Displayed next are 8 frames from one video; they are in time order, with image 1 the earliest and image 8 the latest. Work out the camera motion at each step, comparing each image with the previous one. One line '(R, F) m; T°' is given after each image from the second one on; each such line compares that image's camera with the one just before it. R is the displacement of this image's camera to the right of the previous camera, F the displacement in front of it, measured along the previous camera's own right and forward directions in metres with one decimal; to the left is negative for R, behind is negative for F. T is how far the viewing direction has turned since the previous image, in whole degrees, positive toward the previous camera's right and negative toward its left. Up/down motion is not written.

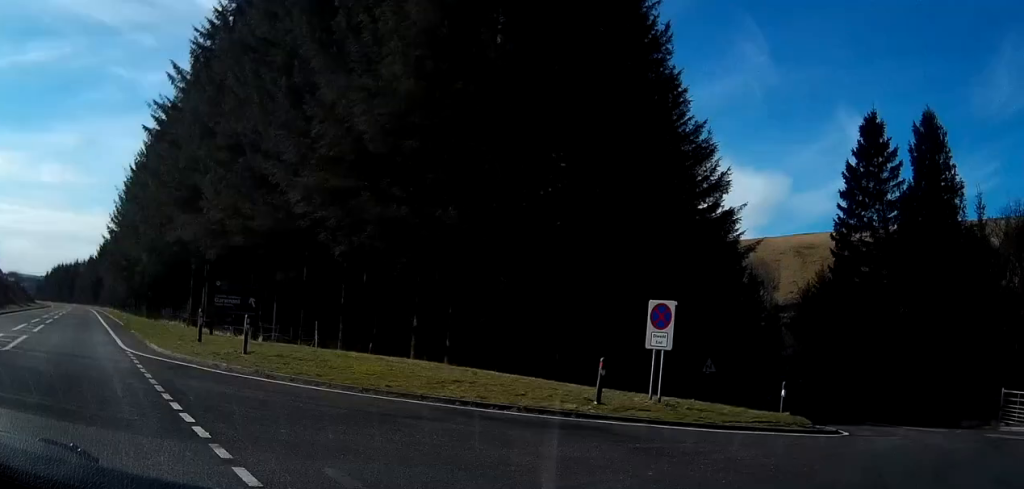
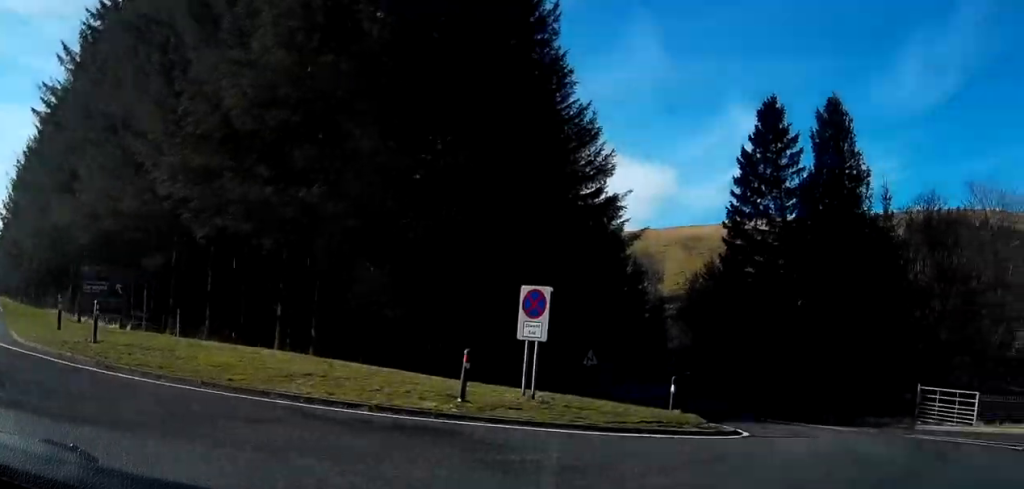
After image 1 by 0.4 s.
(+0.2, +1.6) m; +10°
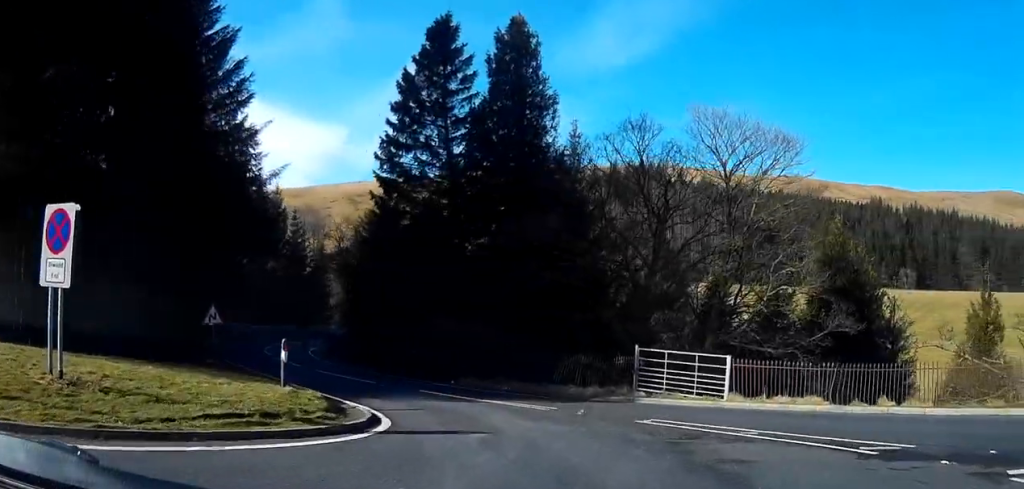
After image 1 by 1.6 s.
(+1.3, +5.0) m; +22°
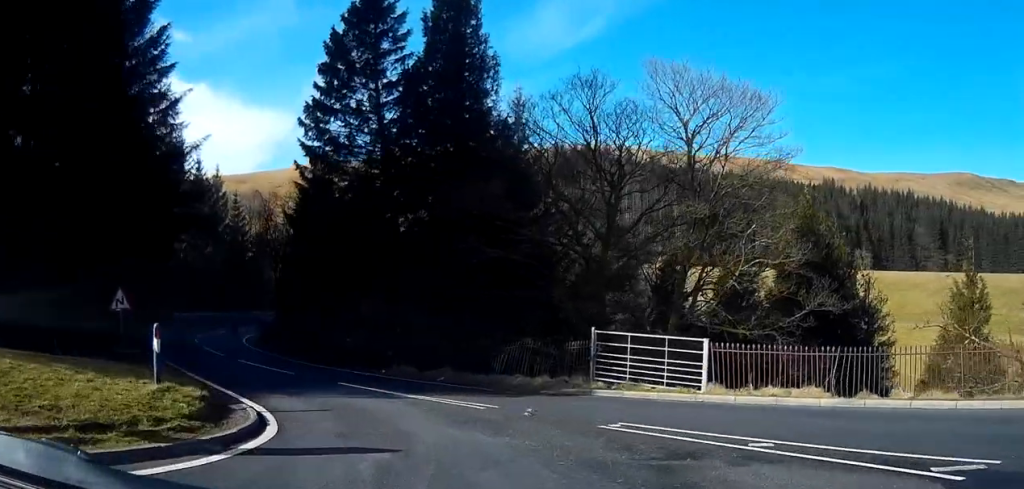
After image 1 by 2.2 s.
(+0.2, +2.9) m; +3°
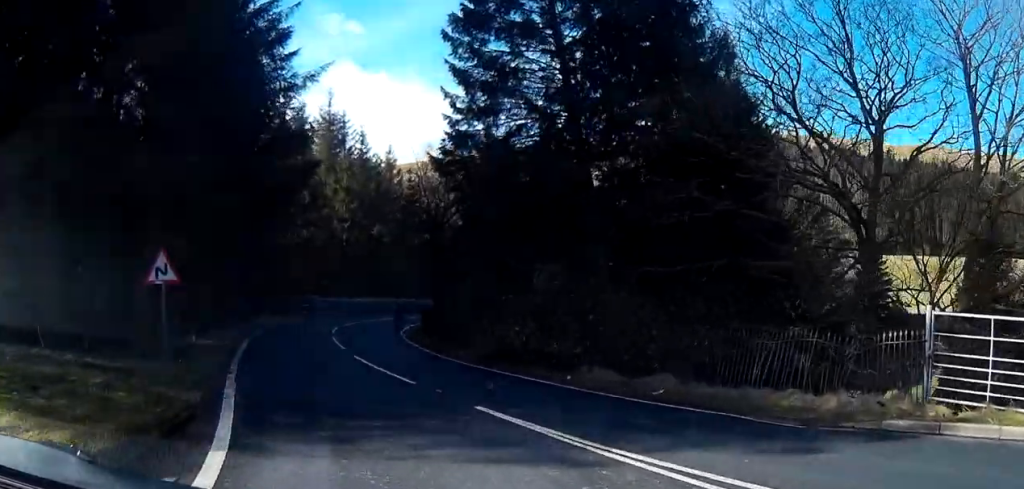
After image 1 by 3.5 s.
(-0.4, +8.1) m; -9°
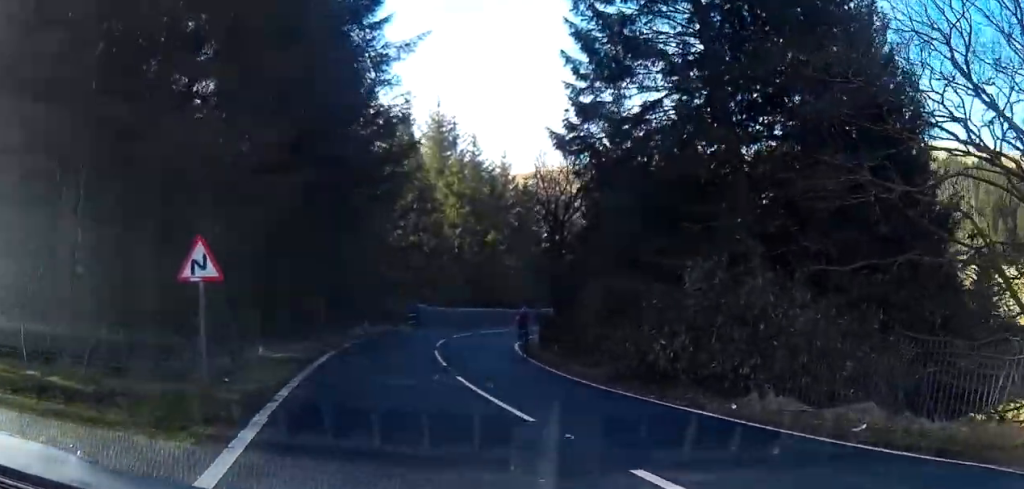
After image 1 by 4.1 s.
(-0.1, +3.8) m; -6°
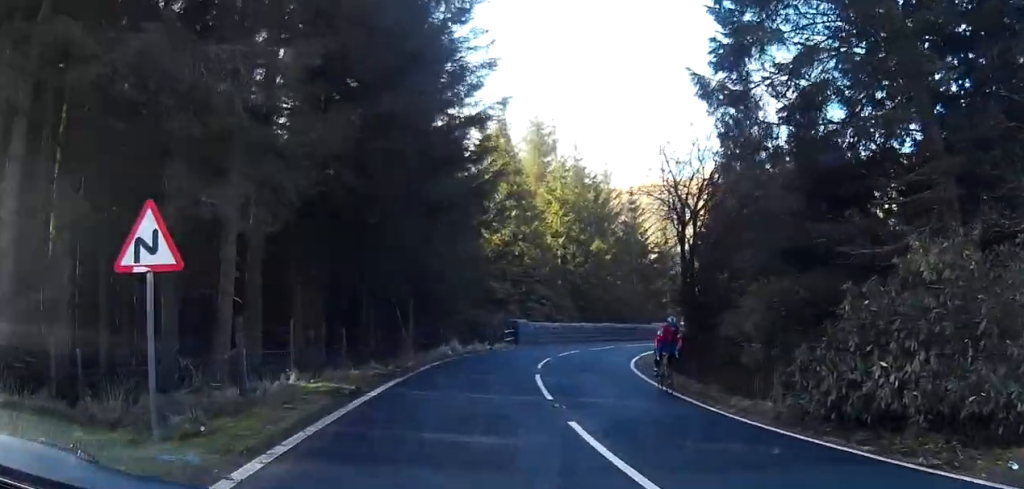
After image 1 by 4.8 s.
(-0.2, +5.2) m; -8°
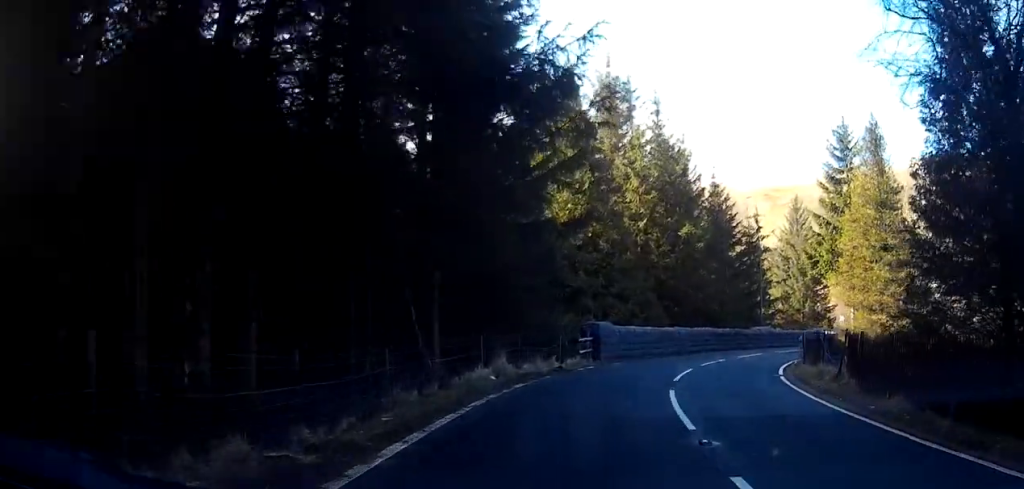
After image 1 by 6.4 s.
(-1.5, +13.1) m; -7°
